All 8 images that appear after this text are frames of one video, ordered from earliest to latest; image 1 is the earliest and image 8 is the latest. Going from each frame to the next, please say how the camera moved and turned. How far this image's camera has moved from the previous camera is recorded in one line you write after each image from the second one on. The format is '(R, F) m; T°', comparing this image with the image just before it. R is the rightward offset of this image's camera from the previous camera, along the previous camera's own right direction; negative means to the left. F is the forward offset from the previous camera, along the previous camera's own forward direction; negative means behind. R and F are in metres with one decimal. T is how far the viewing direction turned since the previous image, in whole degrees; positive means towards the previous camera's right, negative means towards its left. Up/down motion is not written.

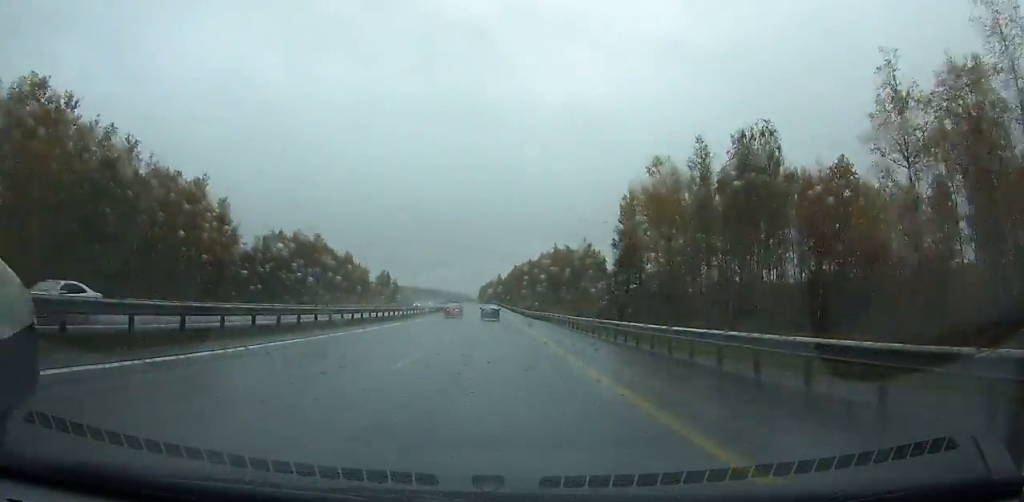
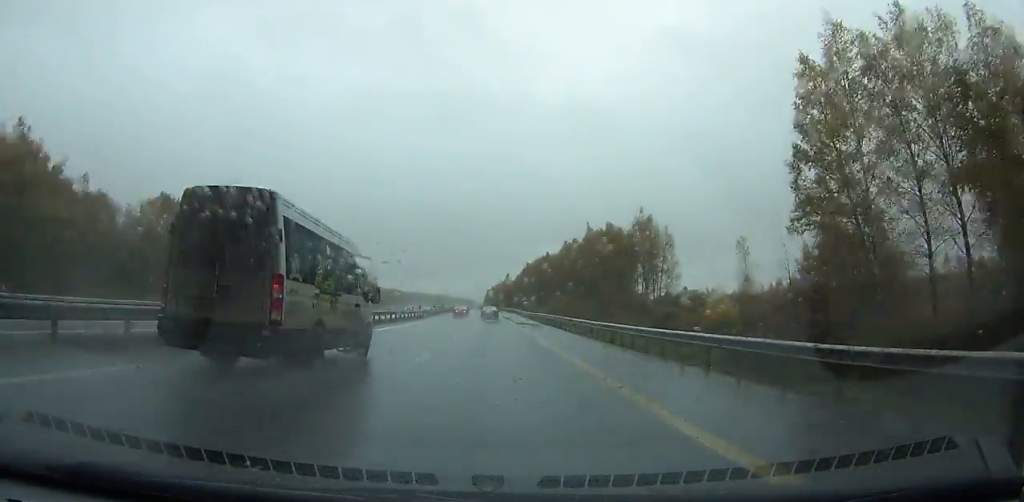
(-0.3, +58.0) m; -1°
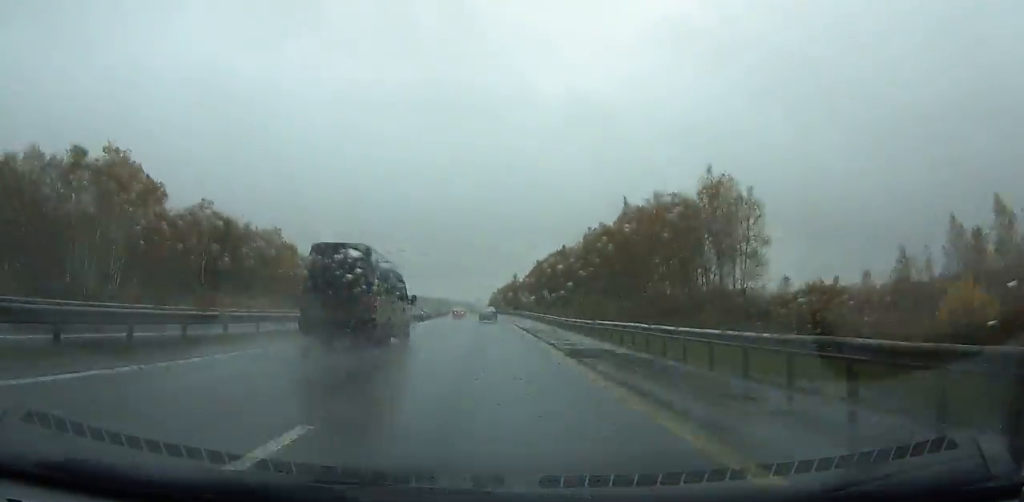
(0.0, +35.7) m; 0°
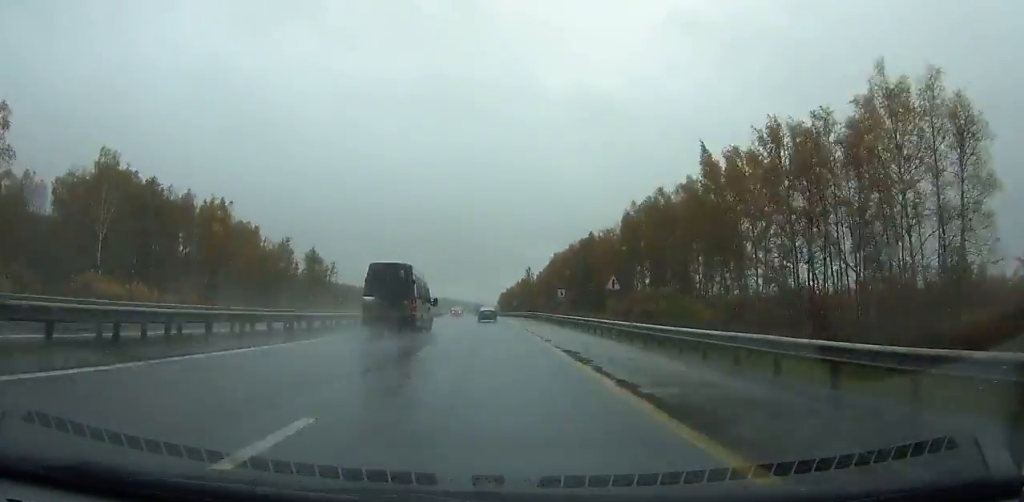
(-0.2, +35.6) m; -1°
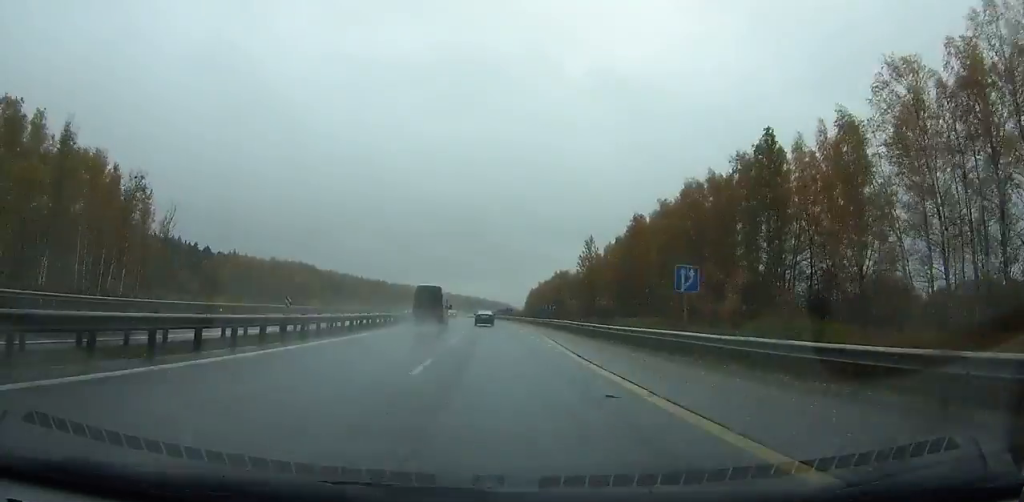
(-1.4, +87.2) m; -2°
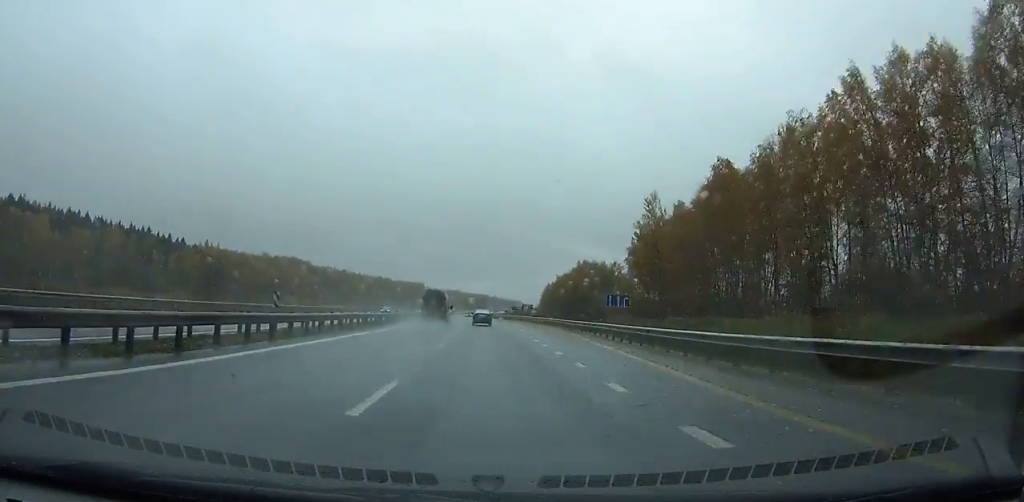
(-0.1, +40.6) m; -1°
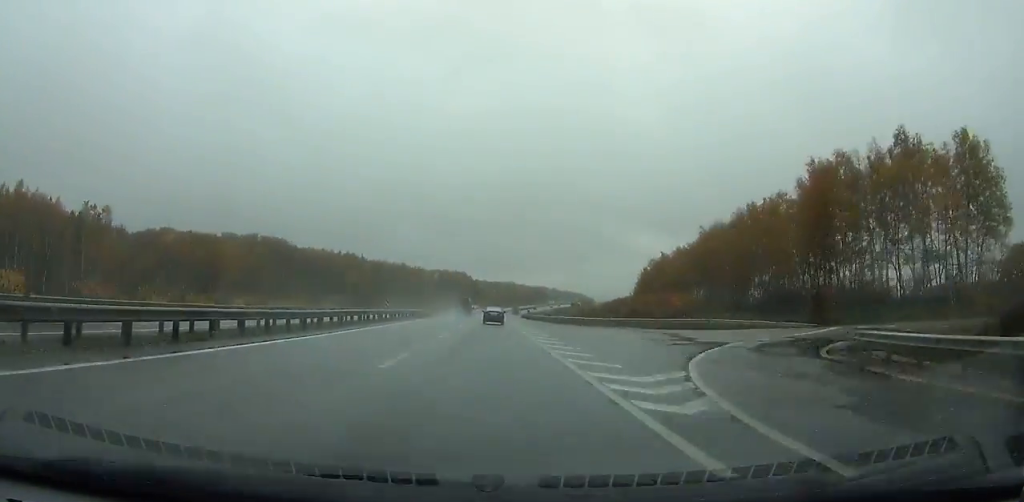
(-5.9, +136.7) m; -4°
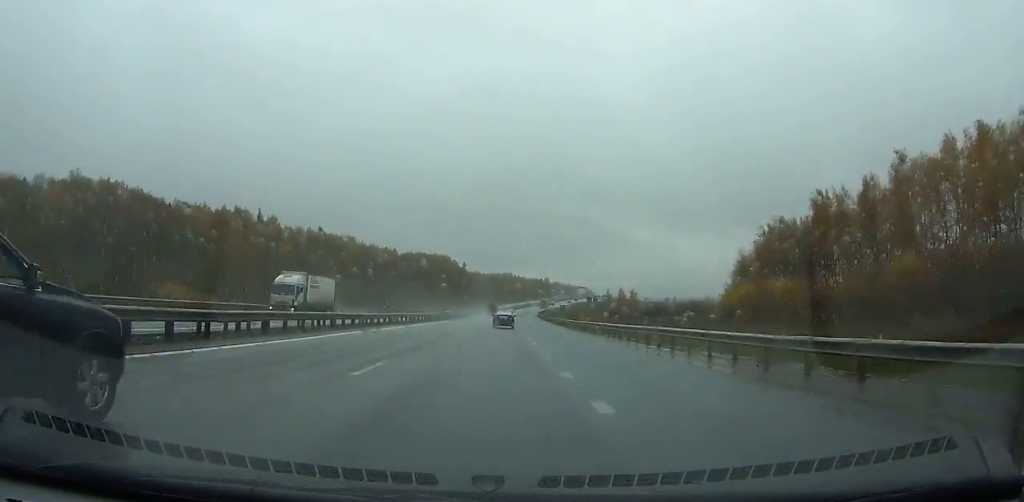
(-0.9, +121.6) m; 0°
